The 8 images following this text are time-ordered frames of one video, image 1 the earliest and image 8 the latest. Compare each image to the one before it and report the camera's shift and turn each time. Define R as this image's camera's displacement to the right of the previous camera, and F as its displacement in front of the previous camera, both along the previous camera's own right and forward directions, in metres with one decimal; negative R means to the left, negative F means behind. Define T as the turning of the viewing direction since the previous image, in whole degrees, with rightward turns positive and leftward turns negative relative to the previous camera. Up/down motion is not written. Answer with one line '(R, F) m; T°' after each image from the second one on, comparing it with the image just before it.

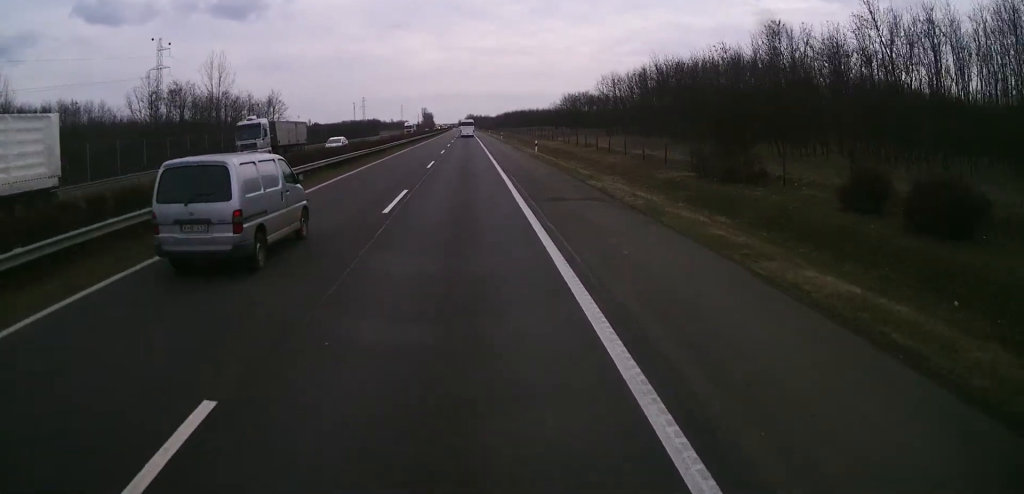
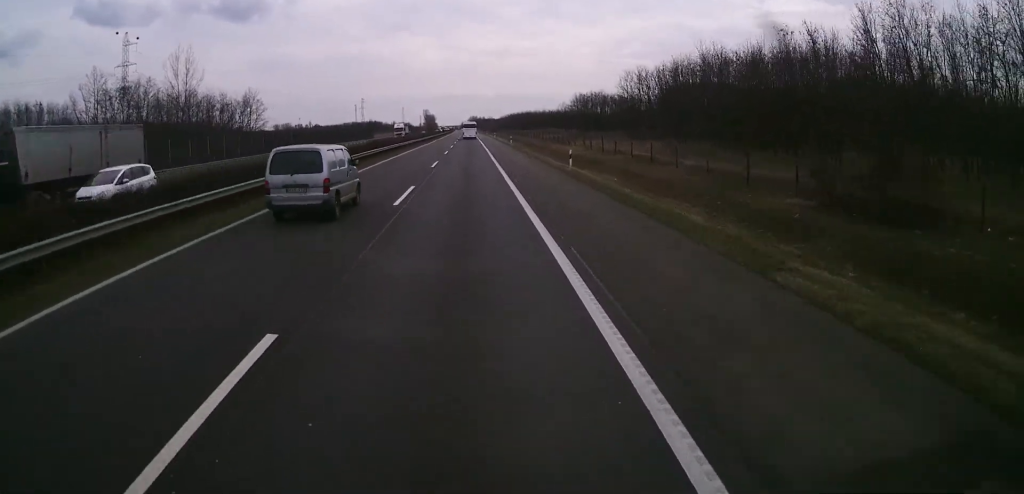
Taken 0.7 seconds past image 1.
(+0.2, +16.2) m; +1°
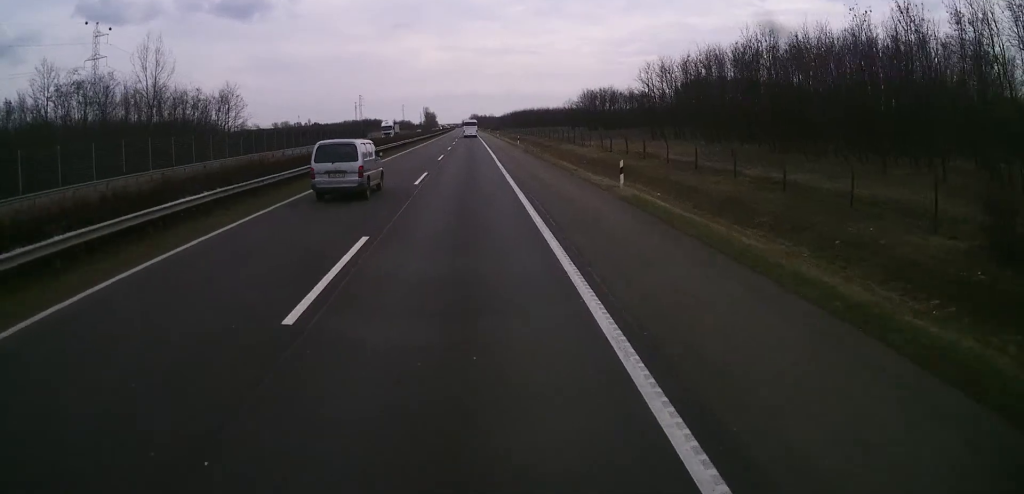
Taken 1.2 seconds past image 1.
(0.0, +11.5) m; 0°
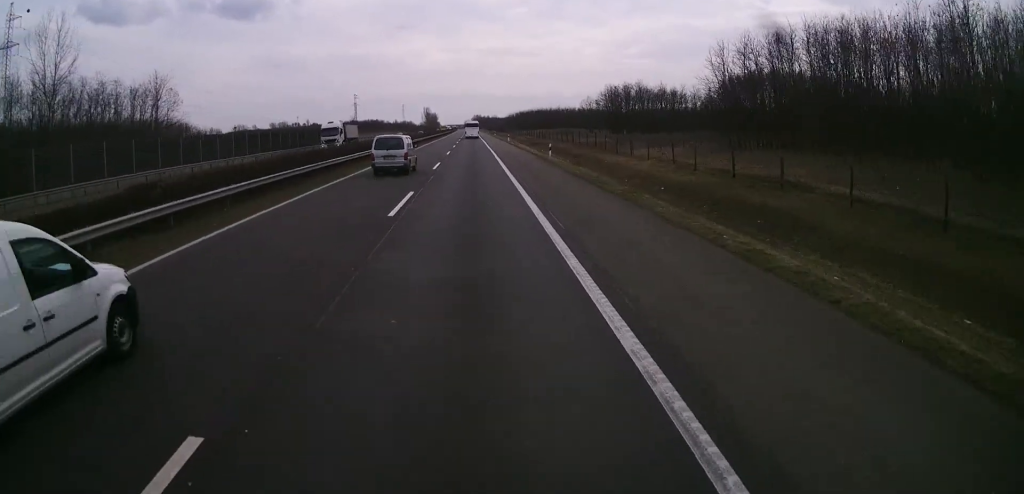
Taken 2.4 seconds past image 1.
(0.0, +26.9) m; 0°
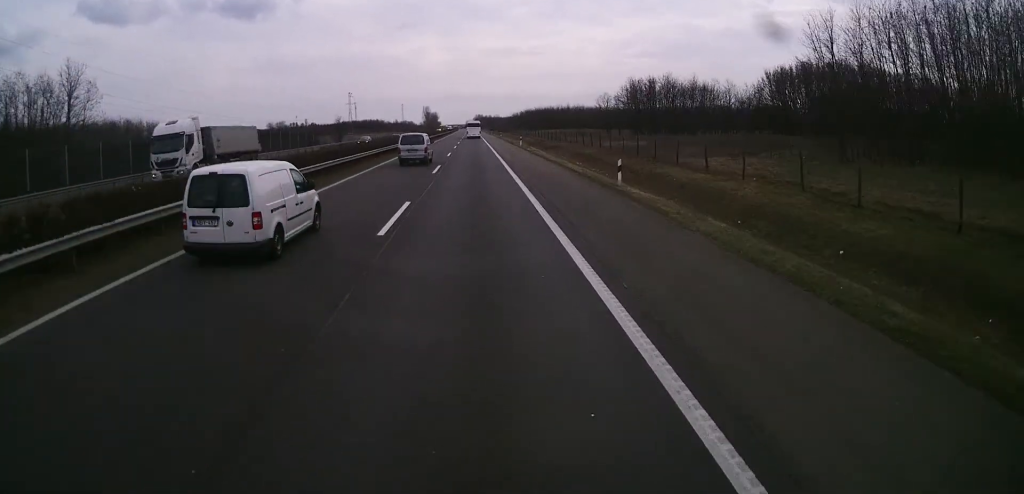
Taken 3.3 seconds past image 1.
(-0.1, +20.8) m; -1°
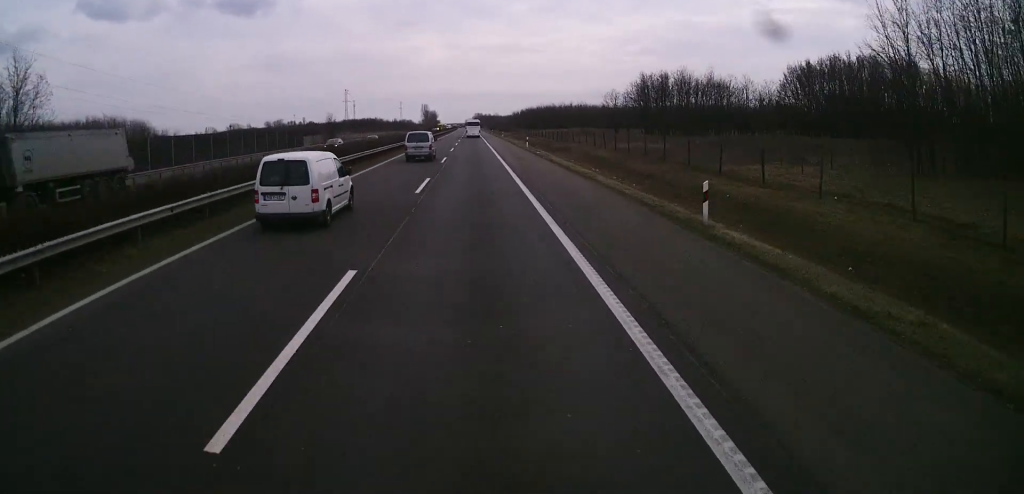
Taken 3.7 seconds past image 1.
(-0.1, +9.2) m; 0°
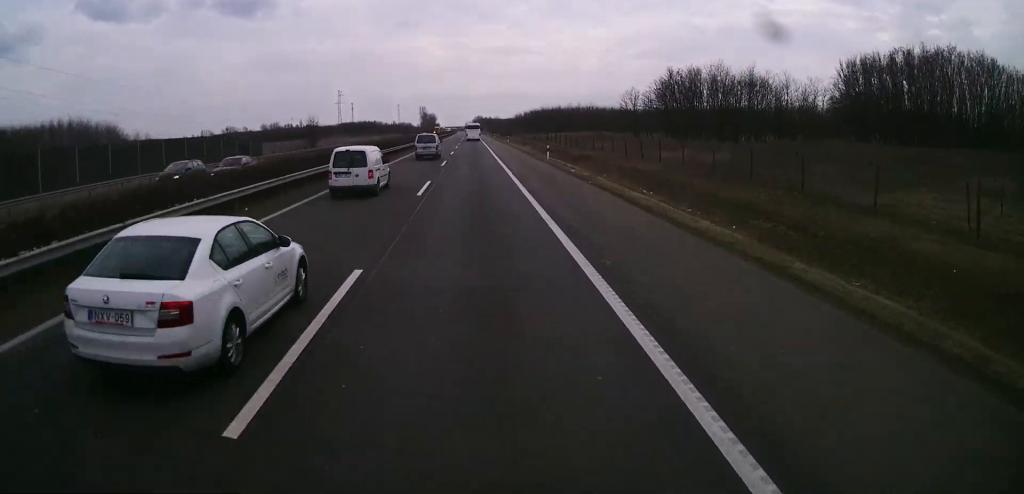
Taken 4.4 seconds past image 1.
(0.0, +17.8) m; 0°
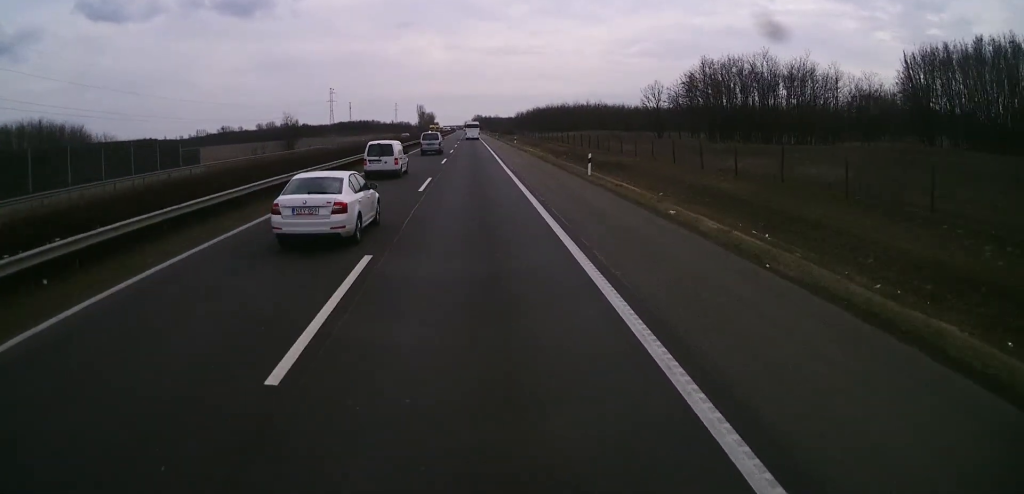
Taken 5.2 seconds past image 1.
(+0.1, +17.0) m; 0°
